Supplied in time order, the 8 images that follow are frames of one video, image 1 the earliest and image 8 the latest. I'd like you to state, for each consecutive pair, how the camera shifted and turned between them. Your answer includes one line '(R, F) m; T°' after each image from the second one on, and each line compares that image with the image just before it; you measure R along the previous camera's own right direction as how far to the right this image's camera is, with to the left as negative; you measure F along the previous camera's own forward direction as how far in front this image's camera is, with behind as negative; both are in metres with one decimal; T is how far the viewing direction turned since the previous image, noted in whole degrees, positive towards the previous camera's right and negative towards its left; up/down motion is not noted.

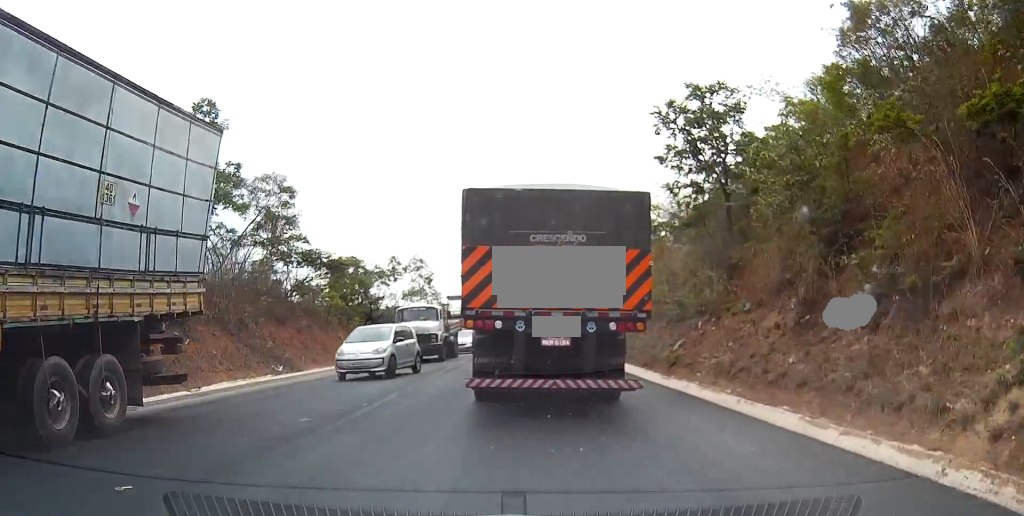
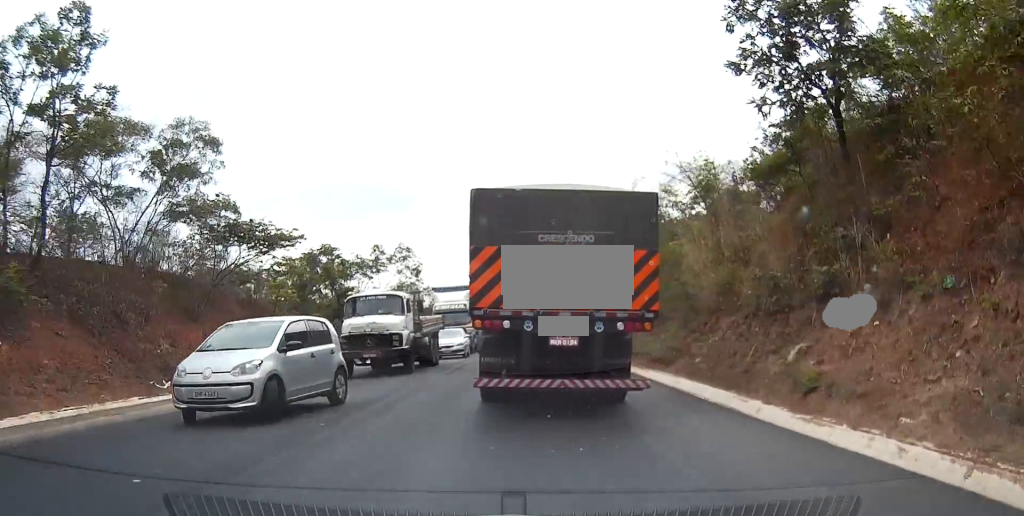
(+0.1, +10.0) m; +1°
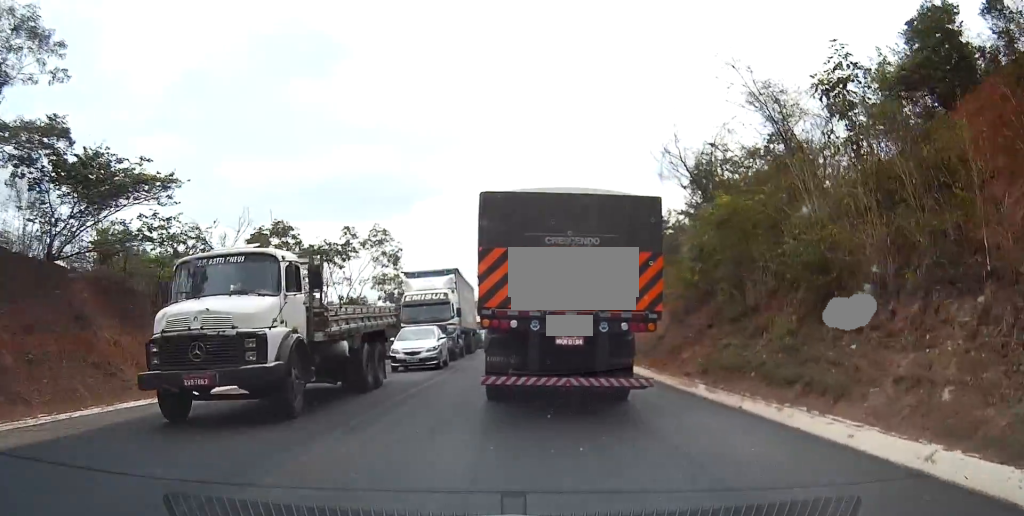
(+0.1, +11.9) m; 0°
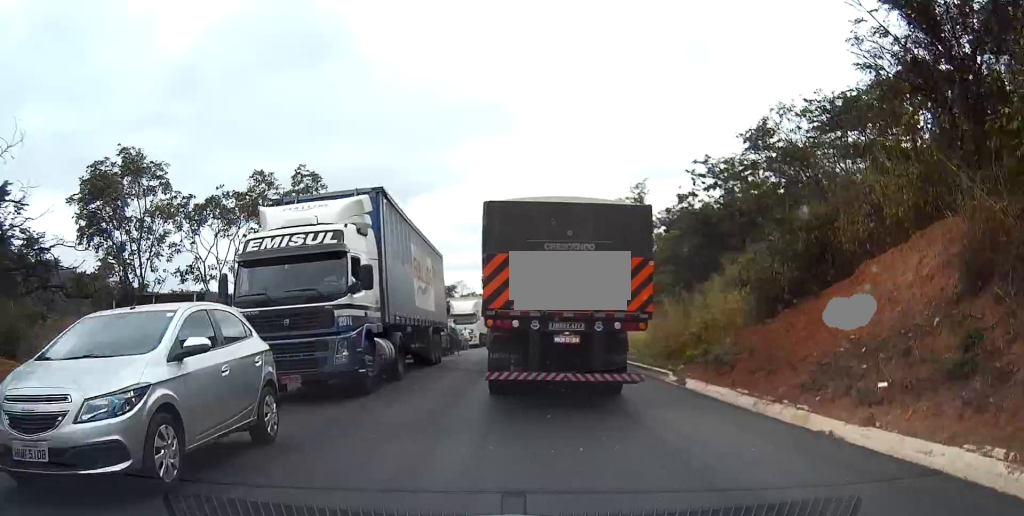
(0.0, +19.9) m; 0°
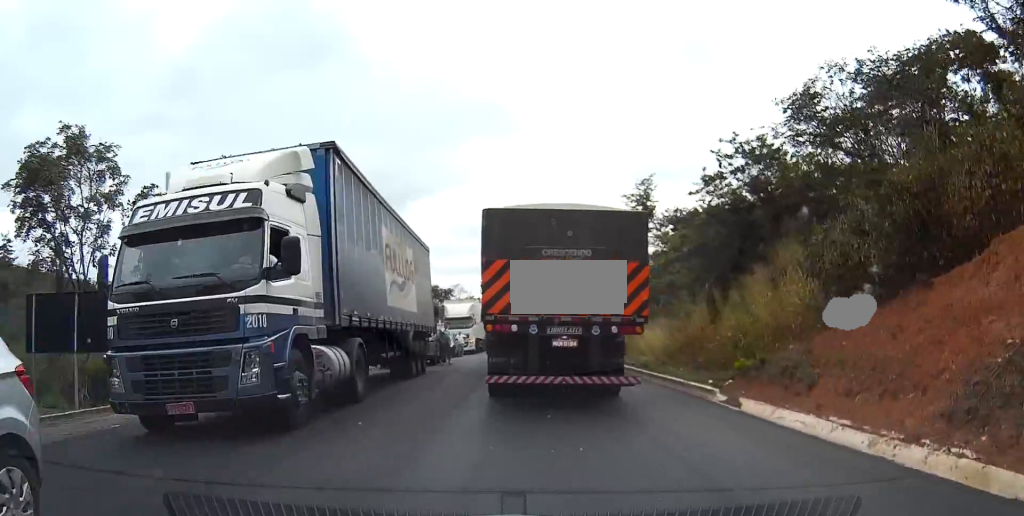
(0.0, +4.5) m; 0°
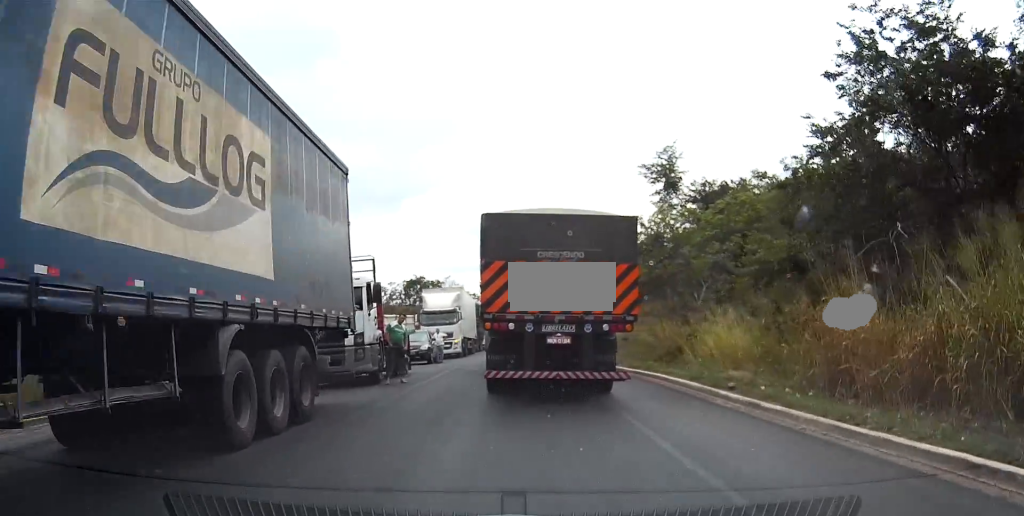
(+0.1, +12.9) m; 0°
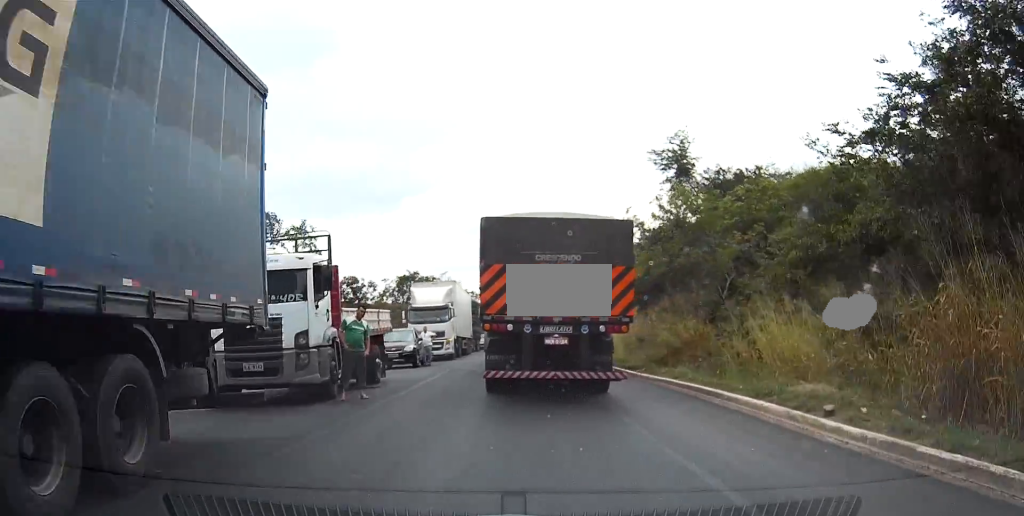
(0.0, +4.9) m; 0°
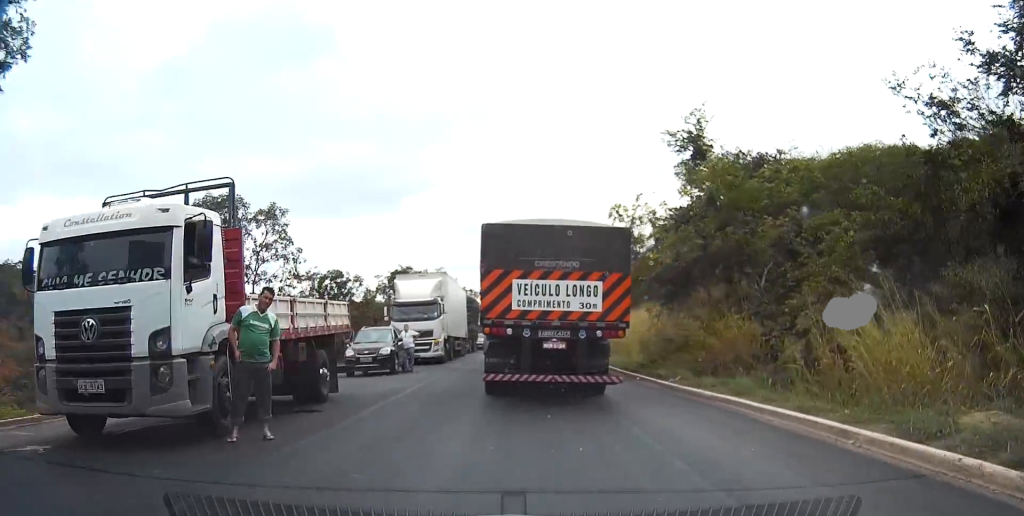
(0.0, +5.6) m; 0°
